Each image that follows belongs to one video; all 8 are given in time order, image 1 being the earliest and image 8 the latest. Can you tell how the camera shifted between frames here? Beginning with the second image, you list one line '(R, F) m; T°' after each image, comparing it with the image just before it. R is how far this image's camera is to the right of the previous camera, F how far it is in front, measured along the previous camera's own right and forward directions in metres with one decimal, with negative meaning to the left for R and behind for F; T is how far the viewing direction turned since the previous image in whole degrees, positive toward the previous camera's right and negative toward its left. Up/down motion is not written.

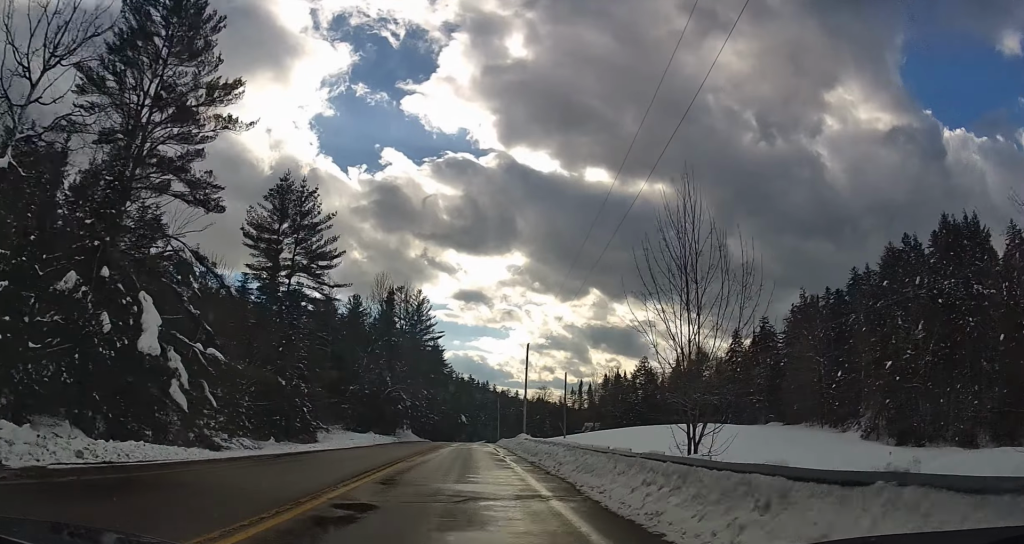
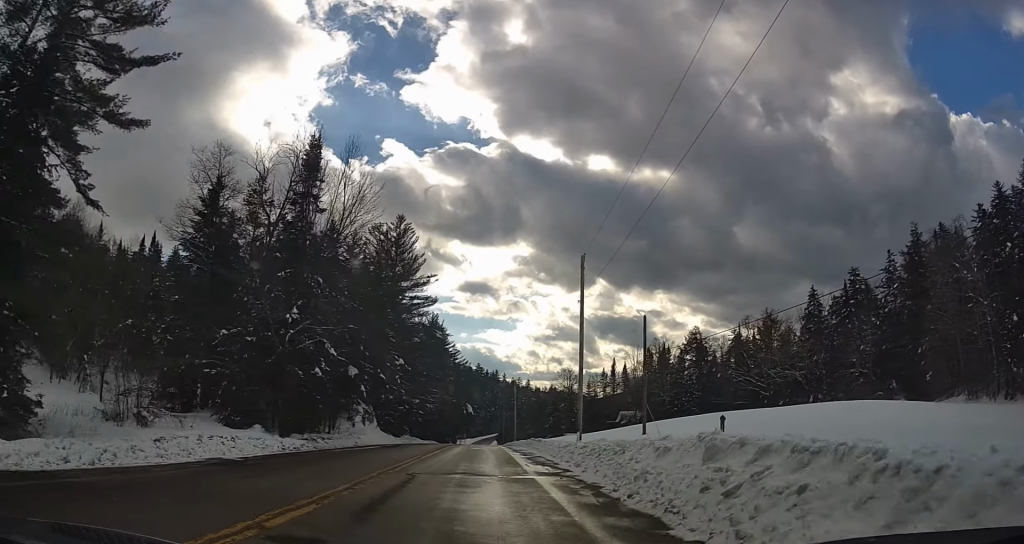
(-2.0, +33.7) m; -4°
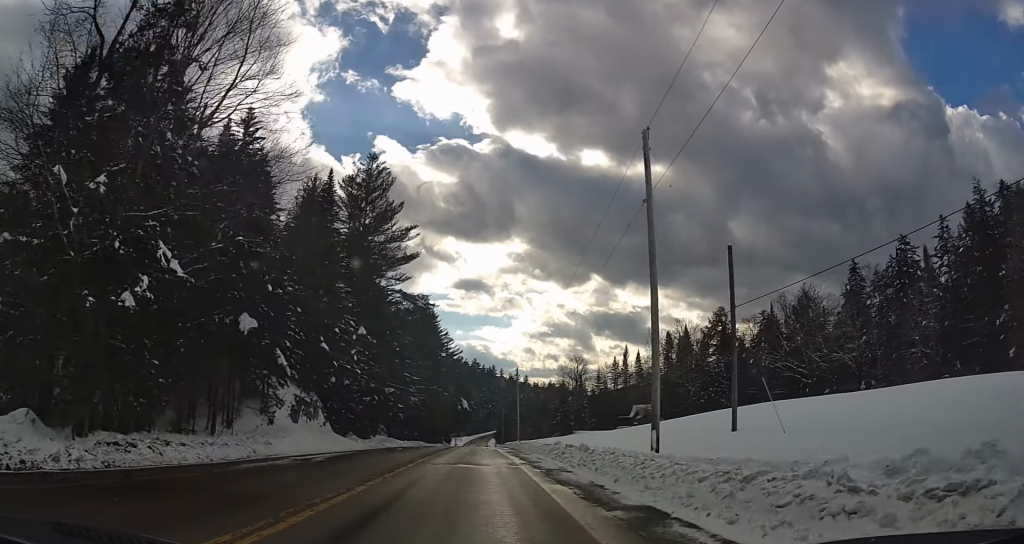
(+0.1, +16.2) m; 0°
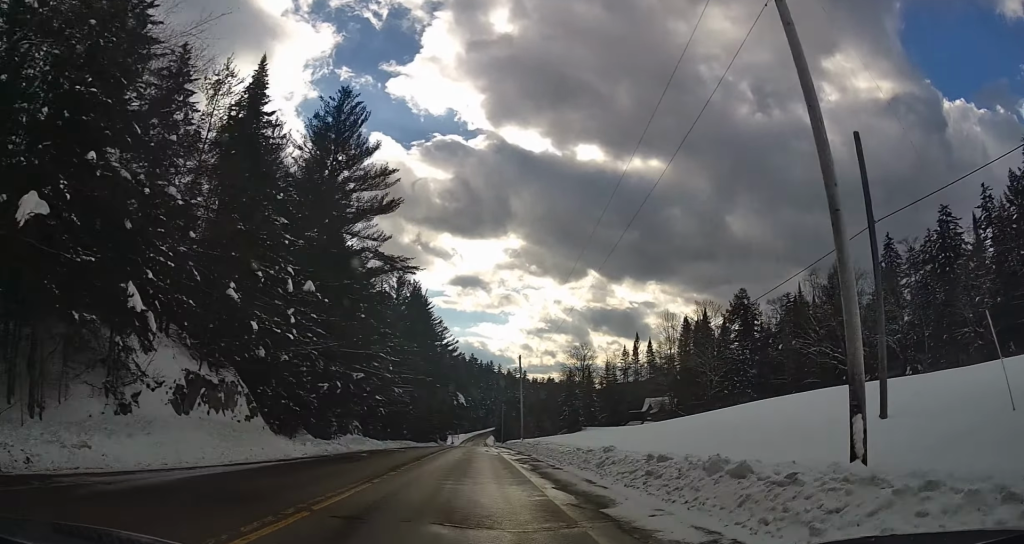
(+0.2, +11.4) m; 0°
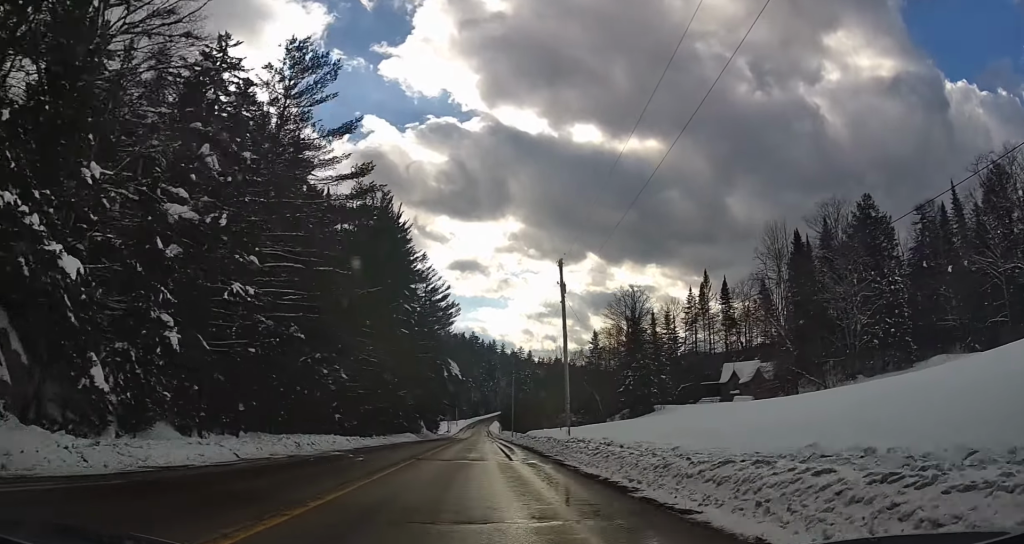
(-0.3, +38.3) m; -1°
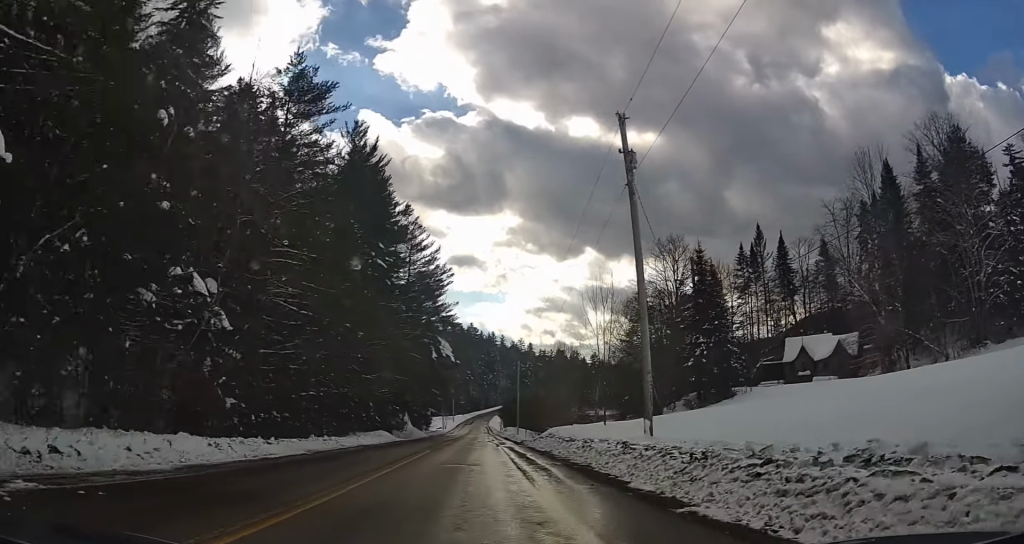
(0.0, +18.1) m; 0°
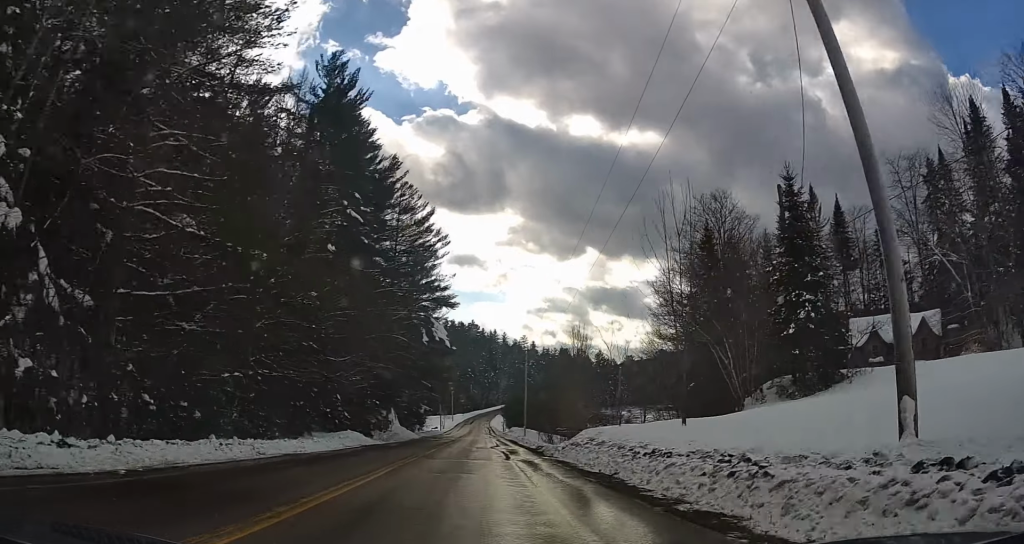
(0.0, +12.4) m; 0°
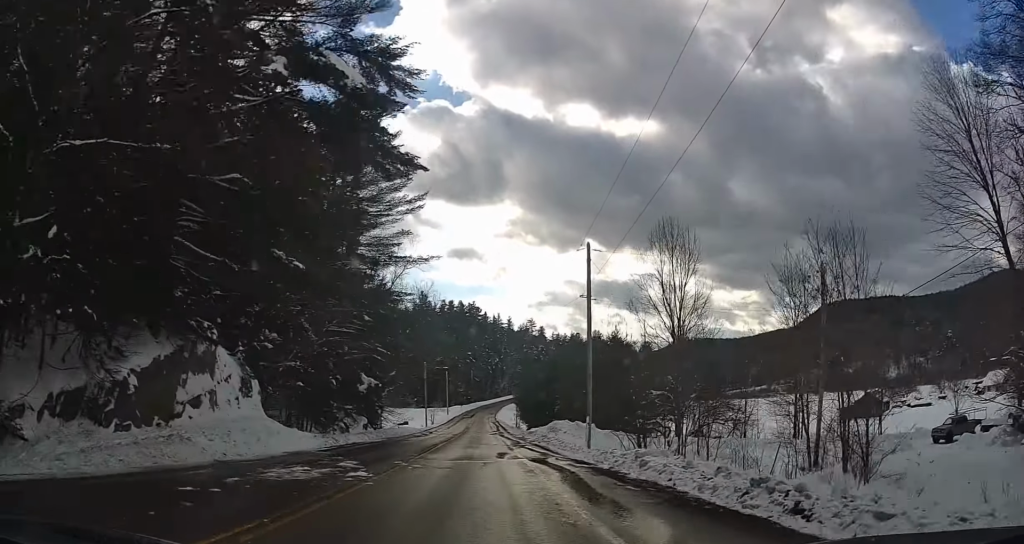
(-0.1, +42.4) m; 0°
